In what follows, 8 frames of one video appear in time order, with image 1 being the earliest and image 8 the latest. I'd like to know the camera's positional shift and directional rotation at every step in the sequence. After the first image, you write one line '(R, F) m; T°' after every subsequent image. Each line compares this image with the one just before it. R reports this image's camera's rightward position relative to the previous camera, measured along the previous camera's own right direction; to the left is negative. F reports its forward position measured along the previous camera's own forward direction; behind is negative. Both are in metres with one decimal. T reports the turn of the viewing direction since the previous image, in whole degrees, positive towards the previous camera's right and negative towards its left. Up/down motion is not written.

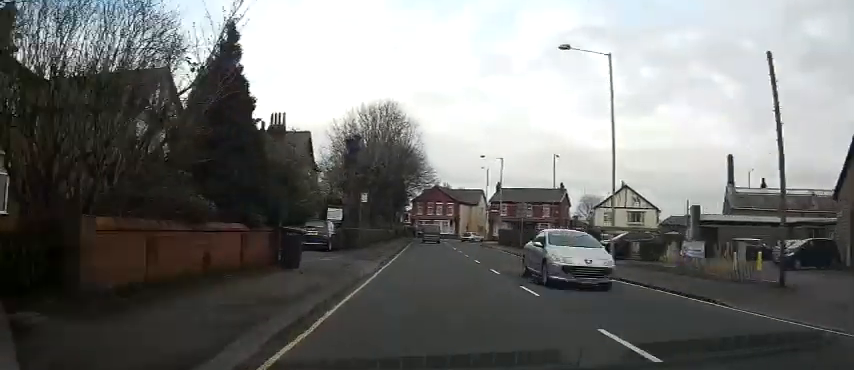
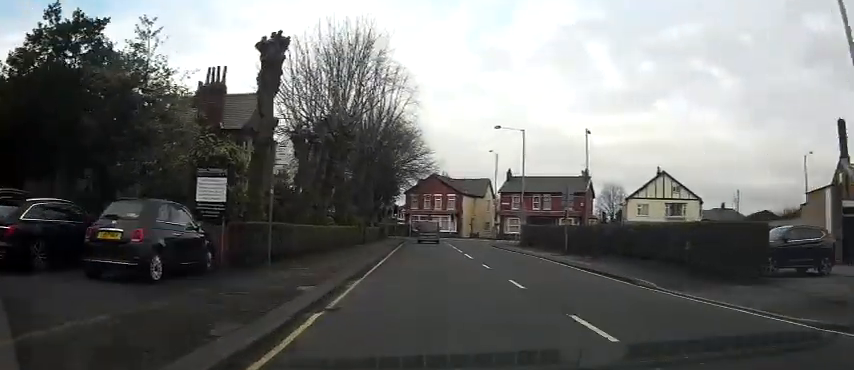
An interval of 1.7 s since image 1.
(-0.5, +16.3) m; -1°
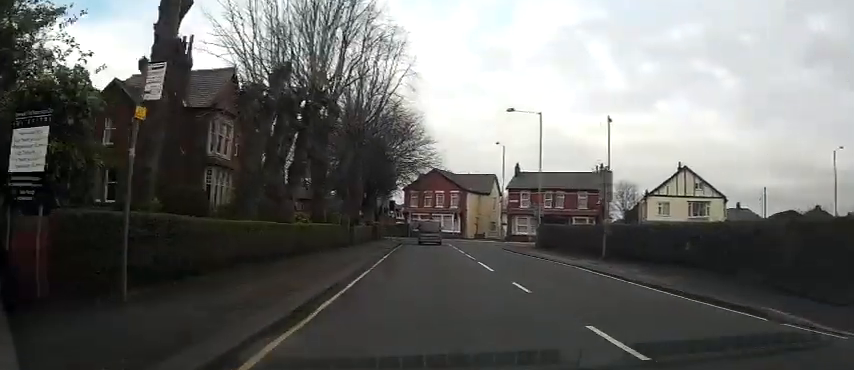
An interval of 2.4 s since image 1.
(+0.3, +6.5) m; +1°
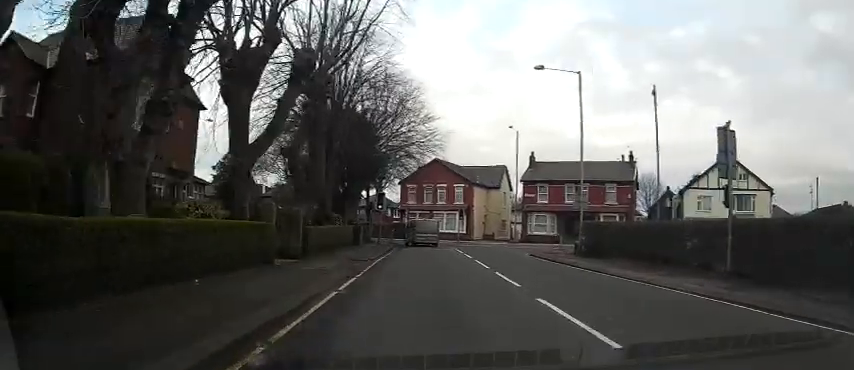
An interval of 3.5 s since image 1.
(-0.1, +10.7) m; -1°
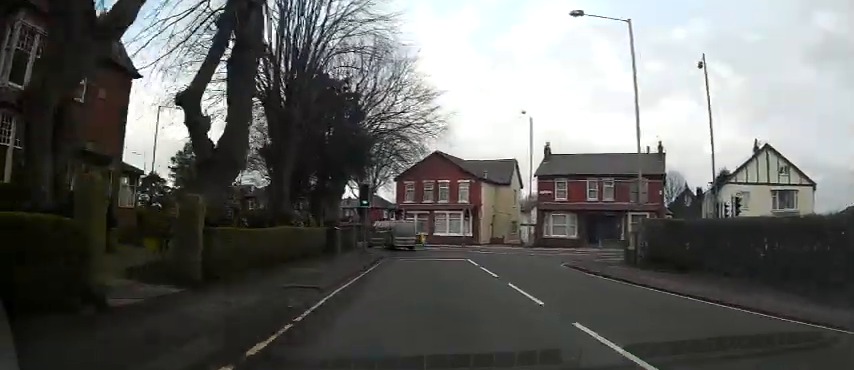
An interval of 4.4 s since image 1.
(0.0, +7.7) m; -1°
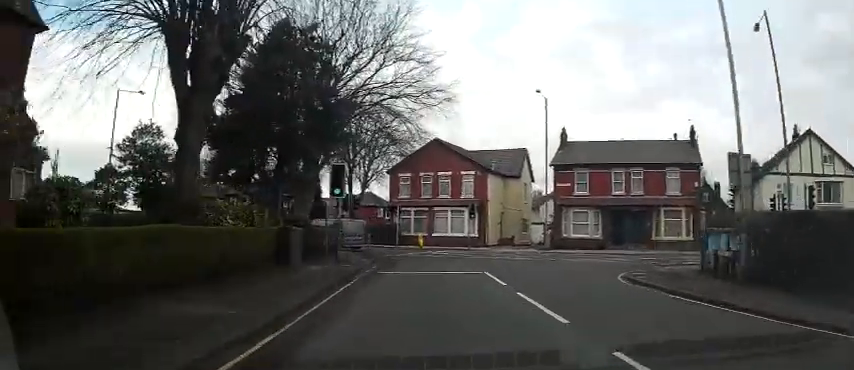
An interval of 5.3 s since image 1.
(-0.1, +6.9) m; -1°
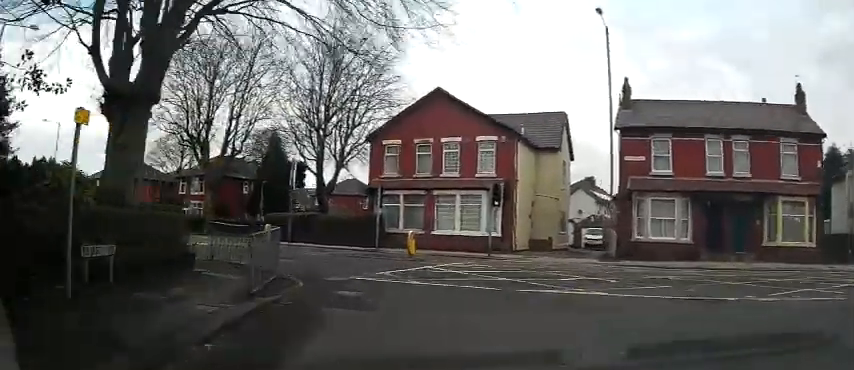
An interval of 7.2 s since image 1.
(-0.3, +14.9) m; -2°
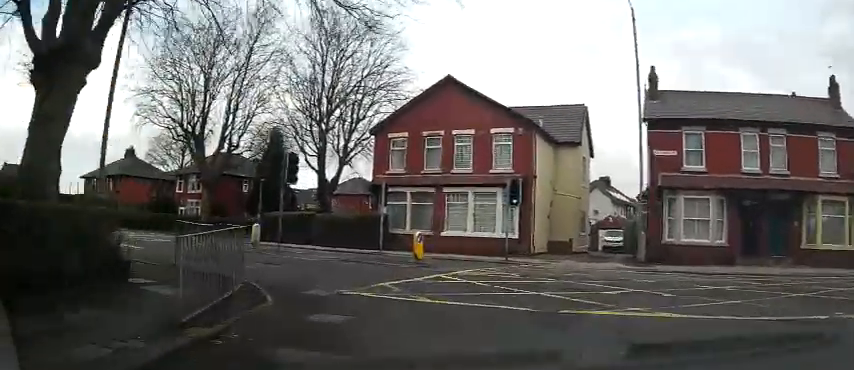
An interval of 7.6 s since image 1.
(-0.1, +3.0) m; 0°
